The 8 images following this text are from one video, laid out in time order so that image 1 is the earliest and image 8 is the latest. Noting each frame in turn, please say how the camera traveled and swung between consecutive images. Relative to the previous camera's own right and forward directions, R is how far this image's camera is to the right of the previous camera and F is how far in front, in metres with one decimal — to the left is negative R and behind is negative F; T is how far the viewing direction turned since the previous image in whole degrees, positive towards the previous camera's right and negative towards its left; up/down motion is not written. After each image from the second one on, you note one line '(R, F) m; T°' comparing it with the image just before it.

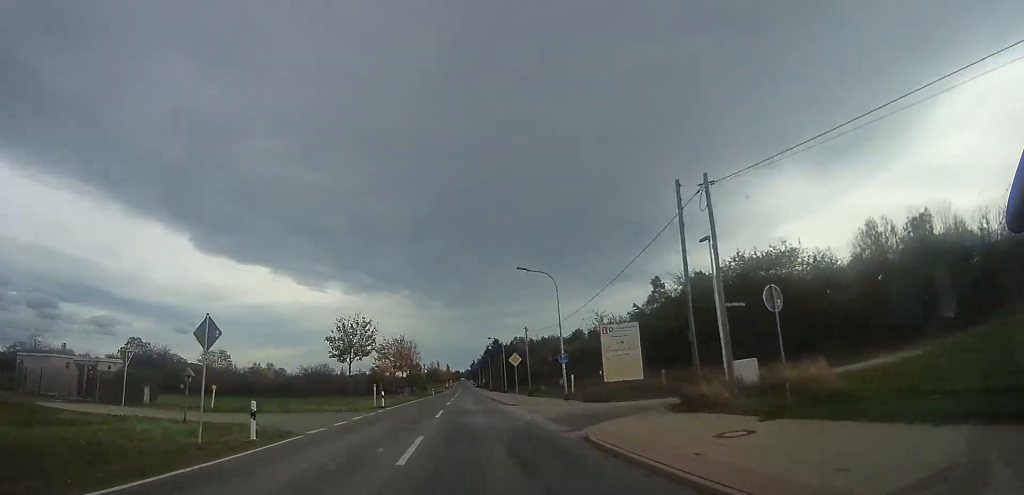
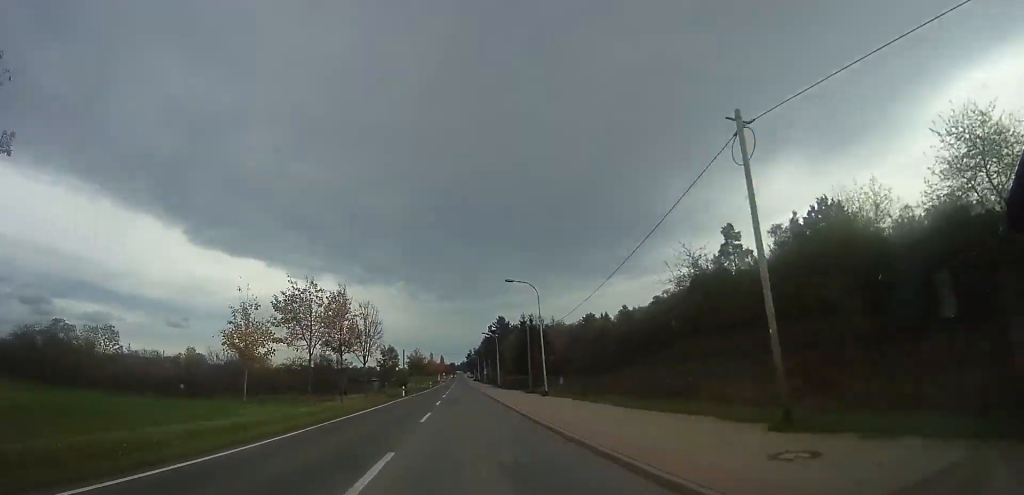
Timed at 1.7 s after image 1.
(-0.4, +39.3) m; 0°
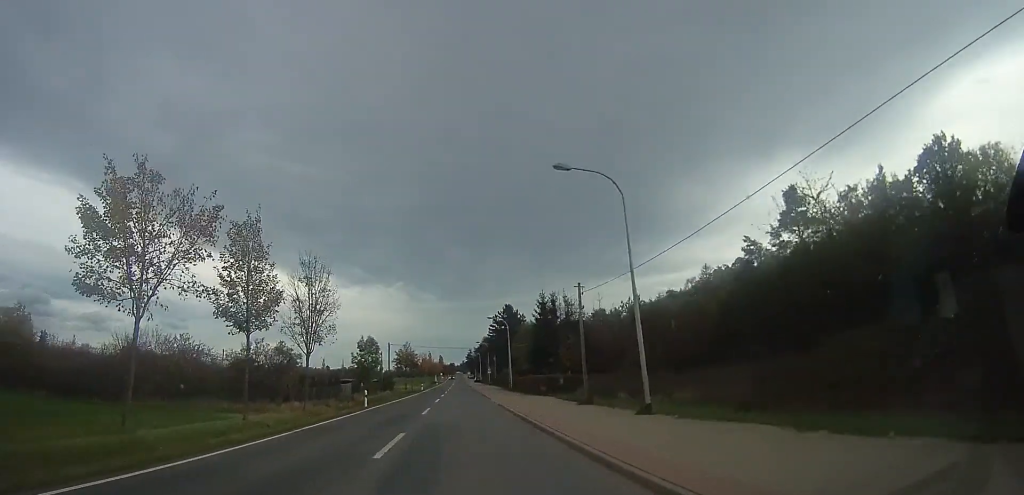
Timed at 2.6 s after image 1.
(+0.1, +19.5) m; 0°
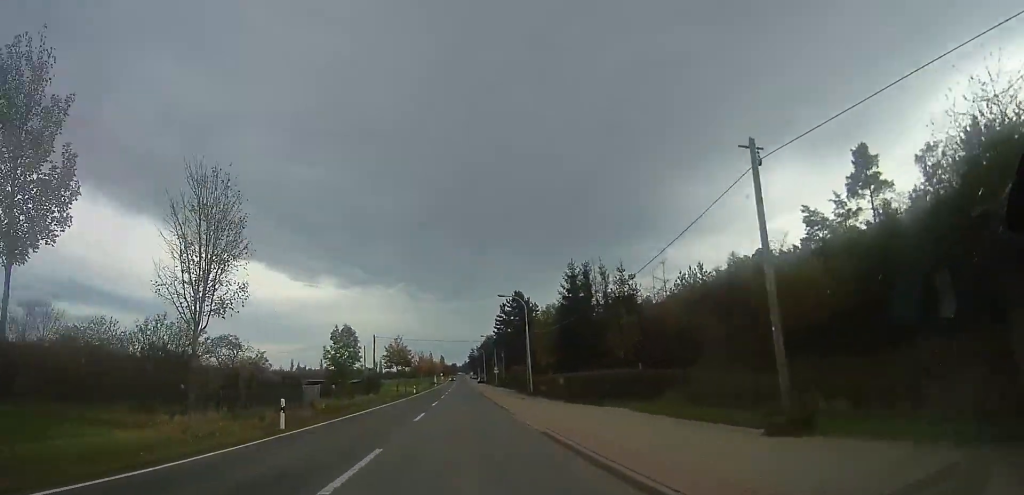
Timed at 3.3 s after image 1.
(-0.1, +15.1) m; 0°
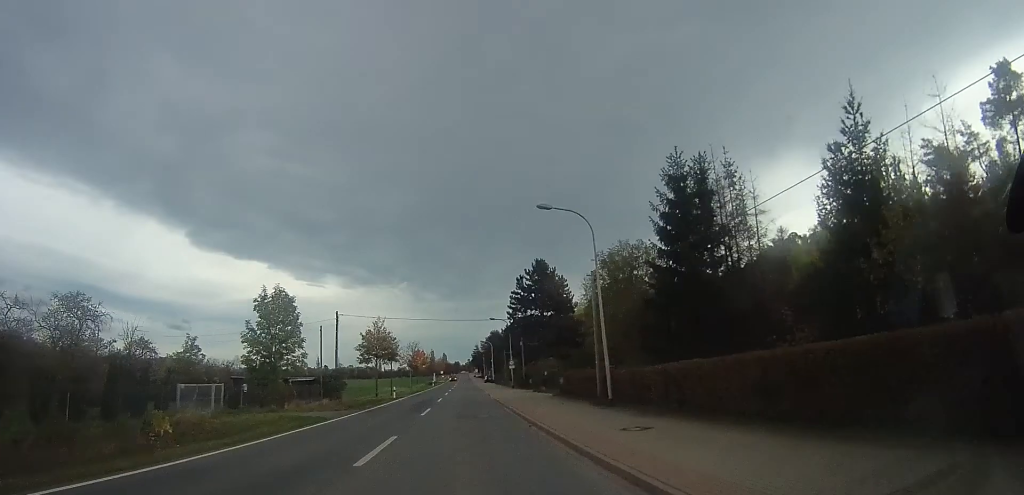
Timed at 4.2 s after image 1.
(0.0, +21.3) m; 0°
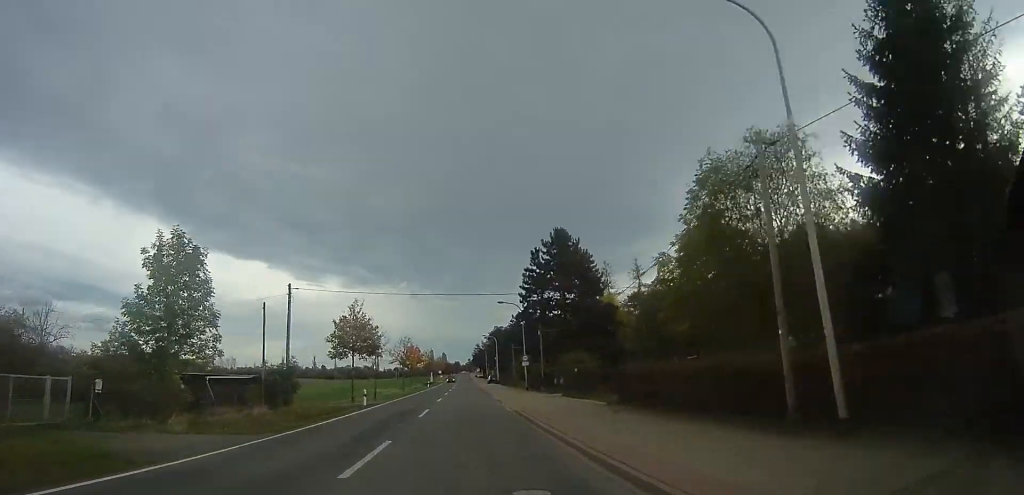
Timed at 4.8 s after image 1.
(0.0, +13.1) m; 0°
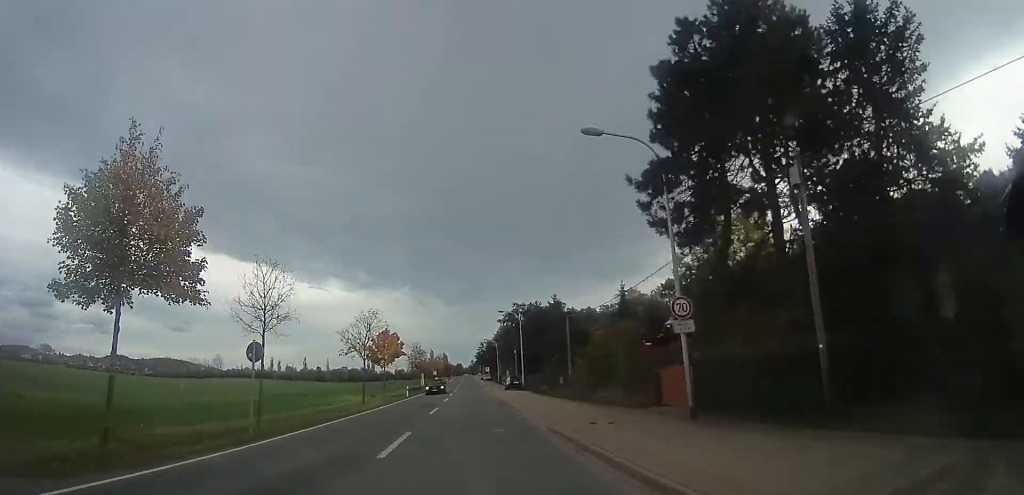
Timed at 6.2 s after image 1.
(-0.1, +34.0) m; -3°
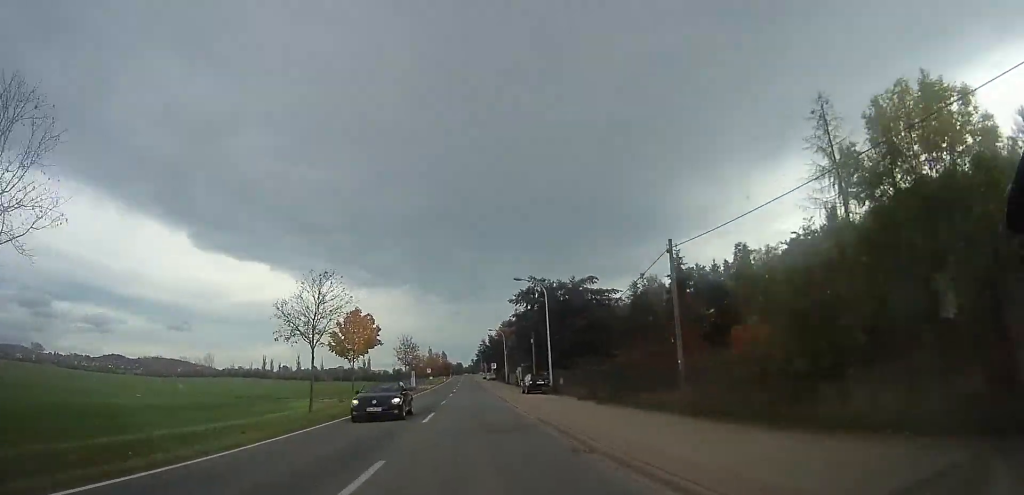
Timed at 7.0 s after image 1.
(-0.6, +16.8) m; -1°
